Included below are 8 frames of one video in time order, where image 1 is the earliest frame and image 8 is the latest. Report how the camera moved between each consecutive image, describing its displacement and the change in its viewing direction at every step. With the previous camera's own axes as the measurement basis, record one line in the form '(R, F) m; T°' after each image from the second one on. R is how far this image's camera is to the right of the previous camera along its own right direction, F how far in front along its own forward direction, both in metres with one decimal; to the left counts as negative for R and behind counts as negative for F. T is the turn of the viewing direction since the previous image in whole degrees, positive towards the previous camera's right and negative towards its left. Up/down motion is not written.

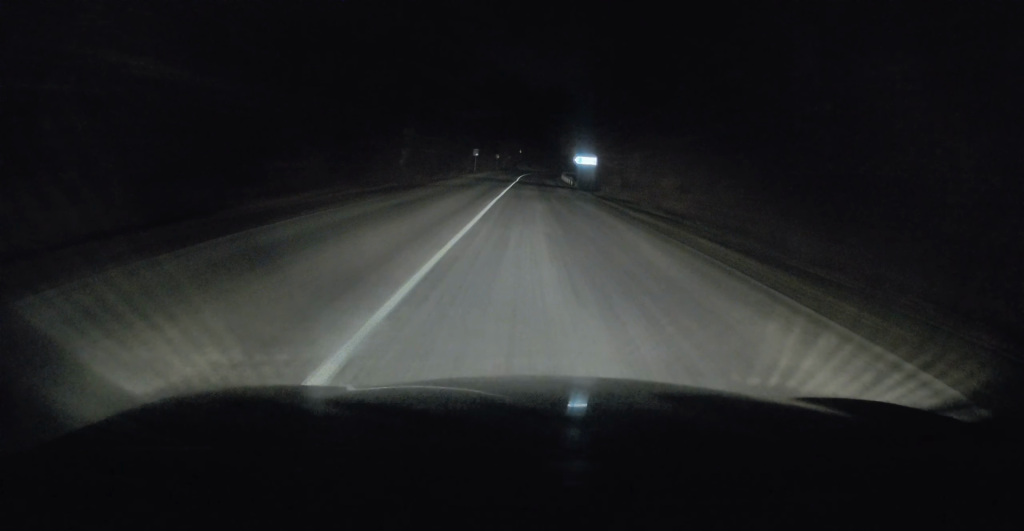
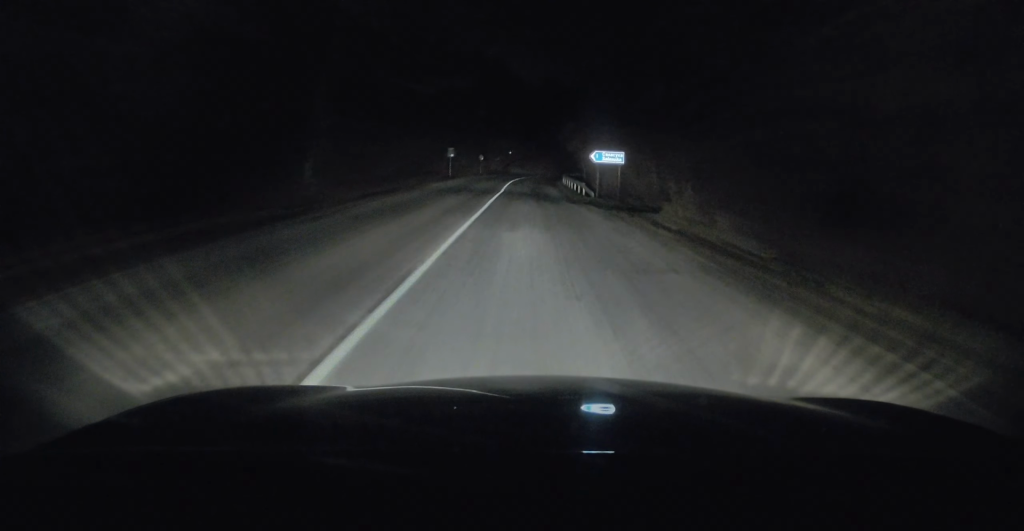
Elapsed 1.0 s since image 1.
(+0.2, +18.6) m; +1°
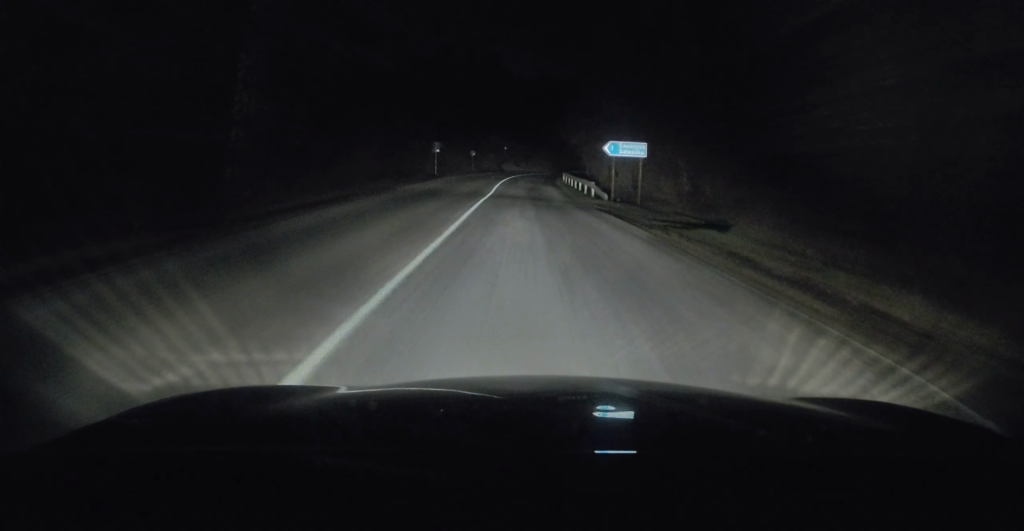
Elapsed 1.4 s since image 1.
(0.0, +7.4) m; 0°
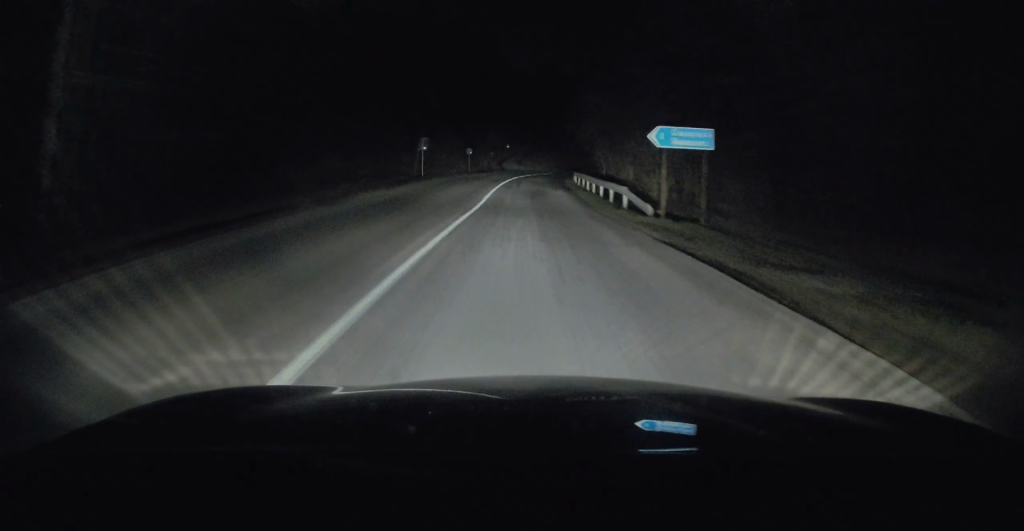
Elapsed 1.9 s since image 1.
(0.0, +9.2) m; 0°
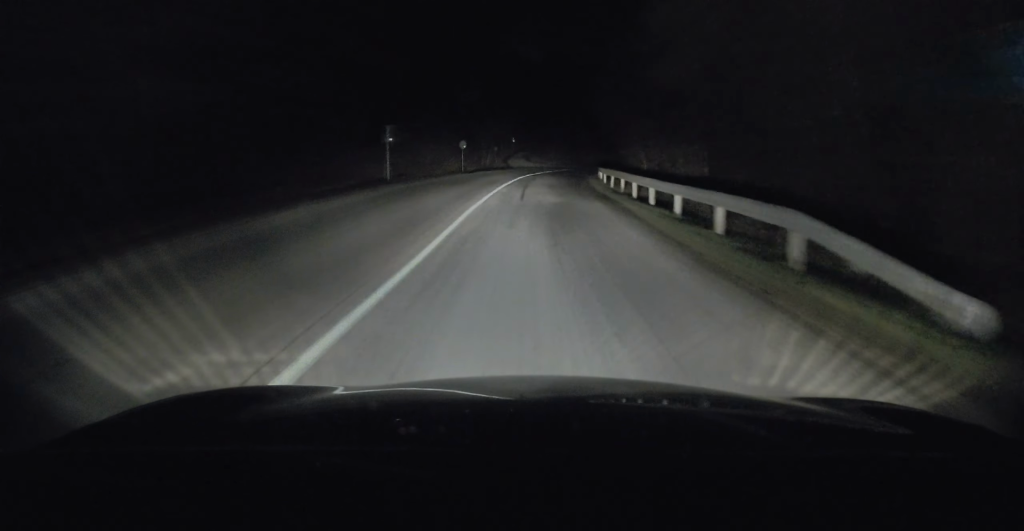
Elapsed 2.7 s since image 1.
(0.0, +13.9) m; +1°
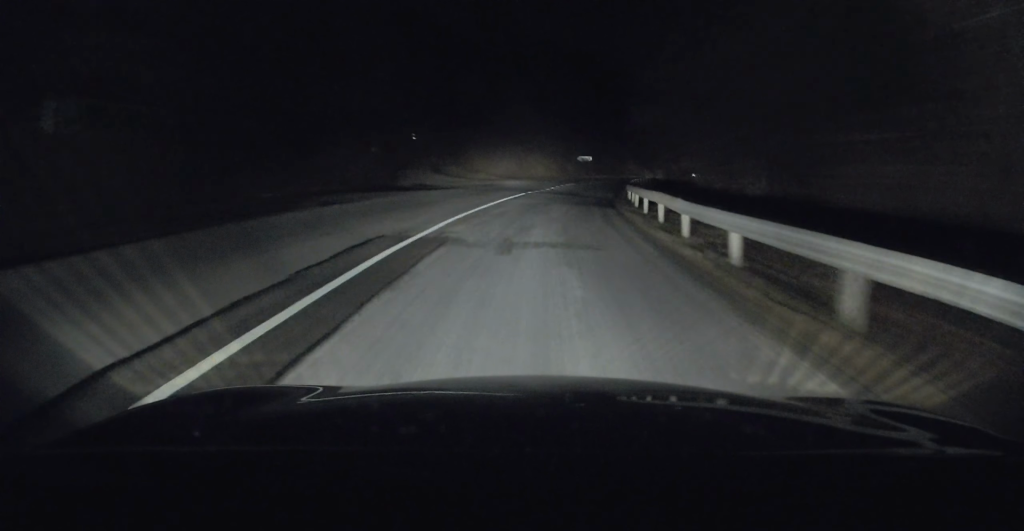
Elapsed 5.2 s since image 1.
(+3.0, +44.5) m; +10°
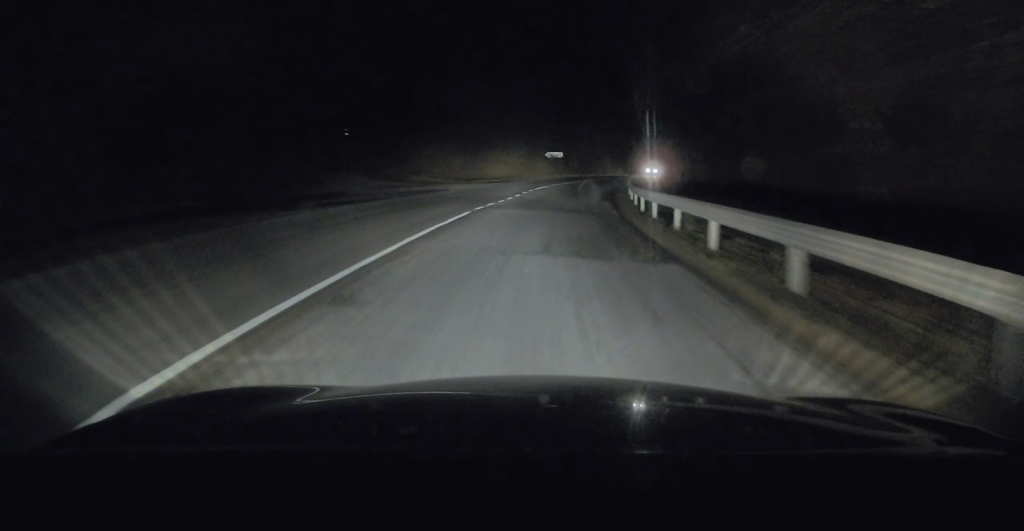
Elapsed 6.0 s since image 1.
(+0.4, +13.9) m; +4°
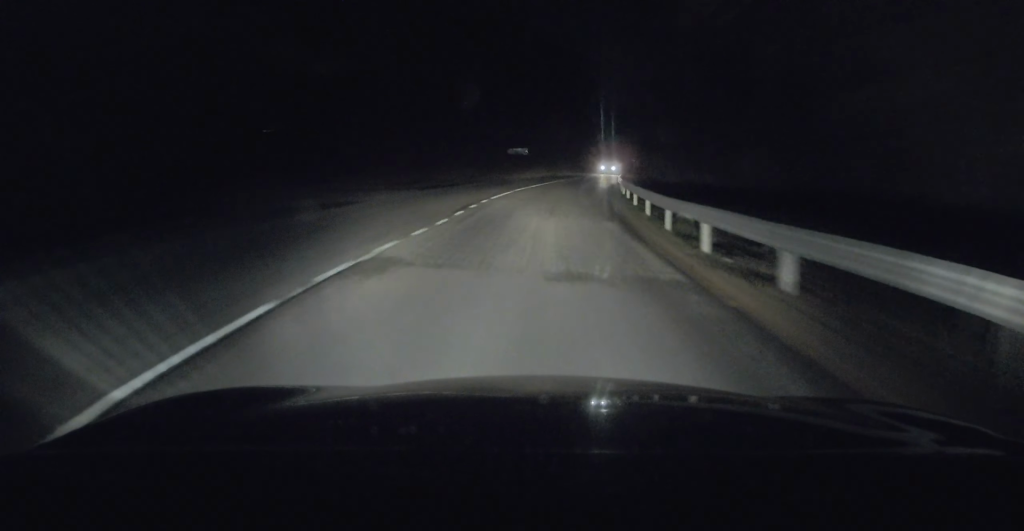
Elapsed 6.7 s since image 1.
(+0.5, +11.7) m; +3°
